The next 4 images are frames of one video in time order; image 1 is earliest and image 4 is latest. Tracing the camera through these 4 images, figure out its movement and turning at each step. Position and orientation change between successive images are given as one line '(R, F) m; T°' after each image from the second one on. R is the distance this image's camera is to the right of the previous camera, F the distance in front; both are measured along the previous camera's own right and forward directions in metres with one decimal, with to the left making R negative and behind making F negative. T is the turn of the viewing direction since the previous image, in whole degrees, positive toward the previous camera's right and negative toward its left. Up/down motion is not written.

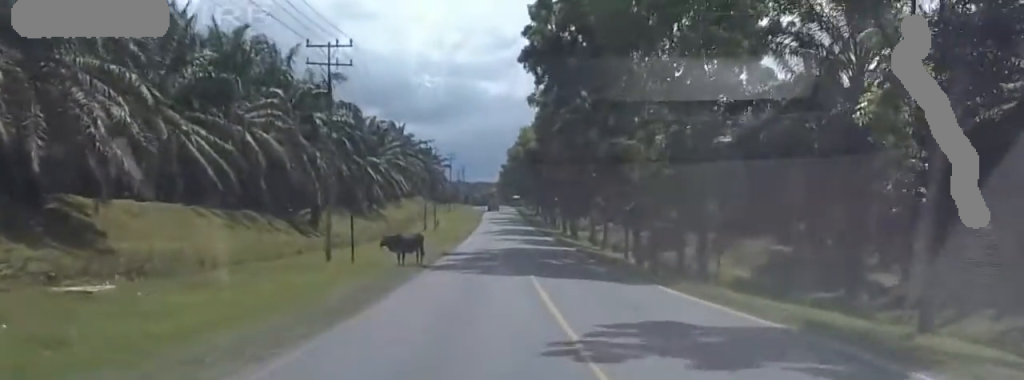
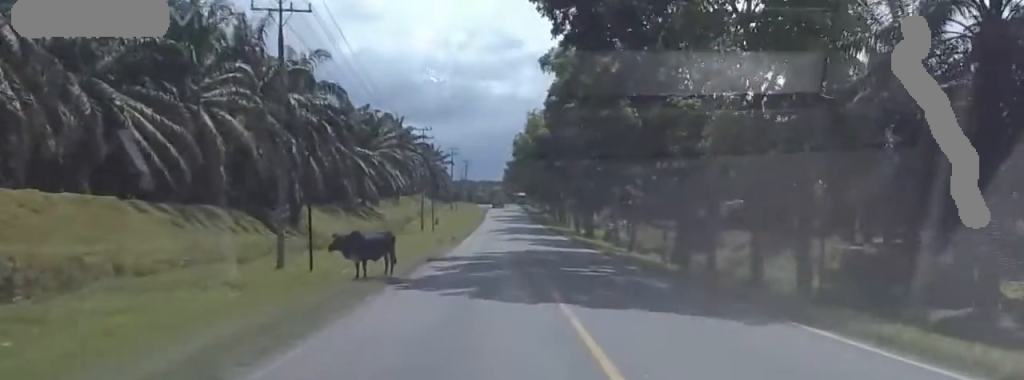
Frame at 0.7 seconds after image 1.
(0.0, +10.8) m; -1°
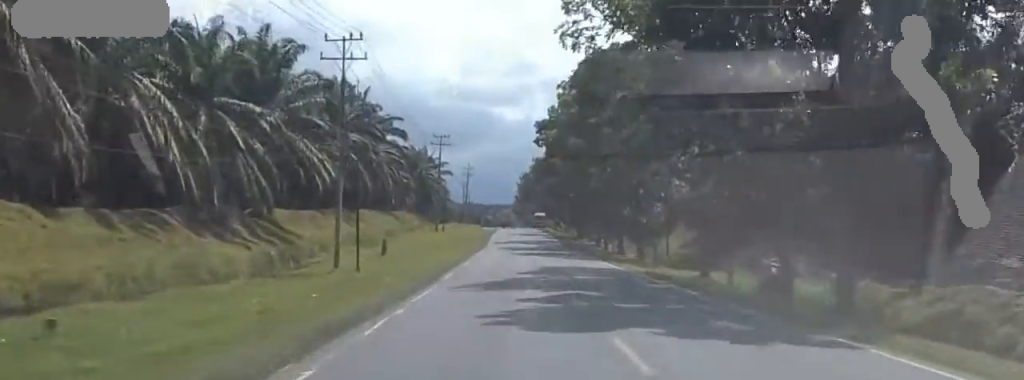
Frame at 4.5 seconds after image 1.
(+0.5, +56.7) m; -2°
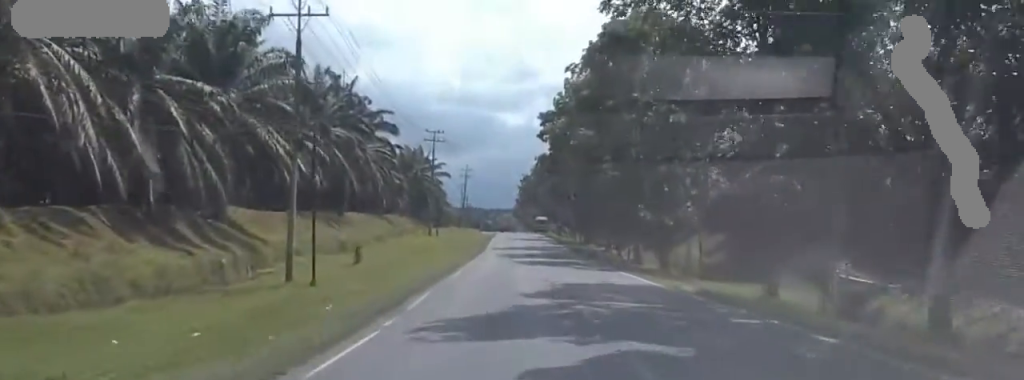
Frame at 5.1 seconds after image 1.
(-0.7, +9.6) m; +2°
